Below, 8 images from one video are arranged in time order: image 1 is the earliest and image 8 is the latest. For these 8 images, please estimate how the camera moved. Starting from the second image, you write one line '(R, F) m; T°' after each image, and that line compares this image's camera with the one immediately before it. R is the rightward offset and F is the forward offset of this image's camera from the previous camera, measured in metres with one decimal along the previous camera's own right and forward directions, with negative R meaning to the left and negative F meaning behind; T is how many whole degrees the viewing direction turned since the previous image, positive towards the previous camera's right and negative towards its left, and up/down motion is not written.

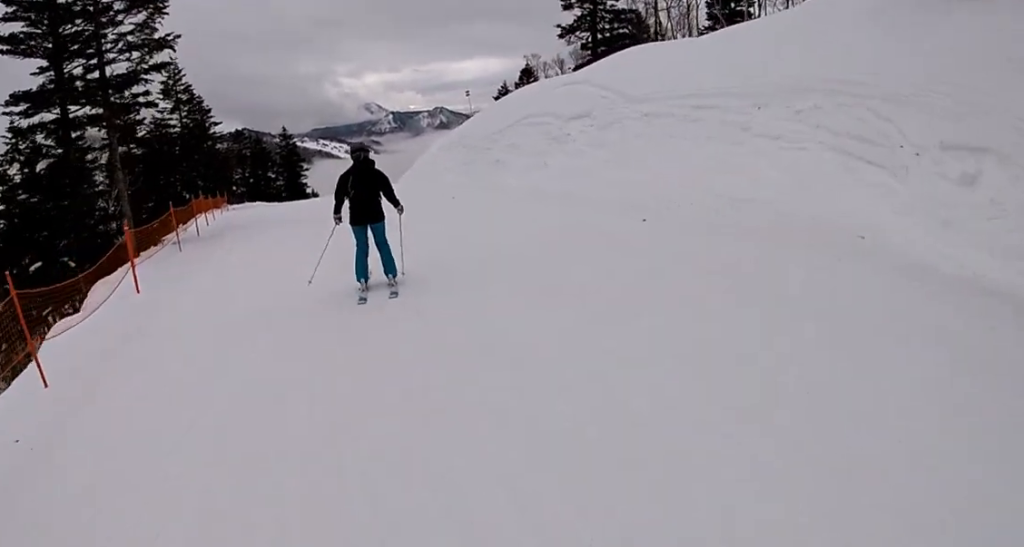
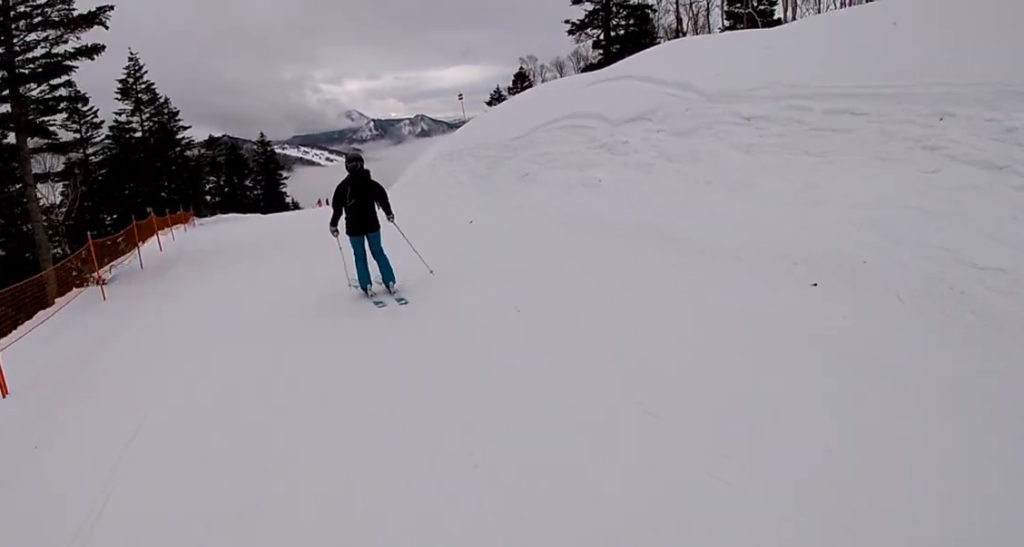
(0.0, +3.6) m; 0°
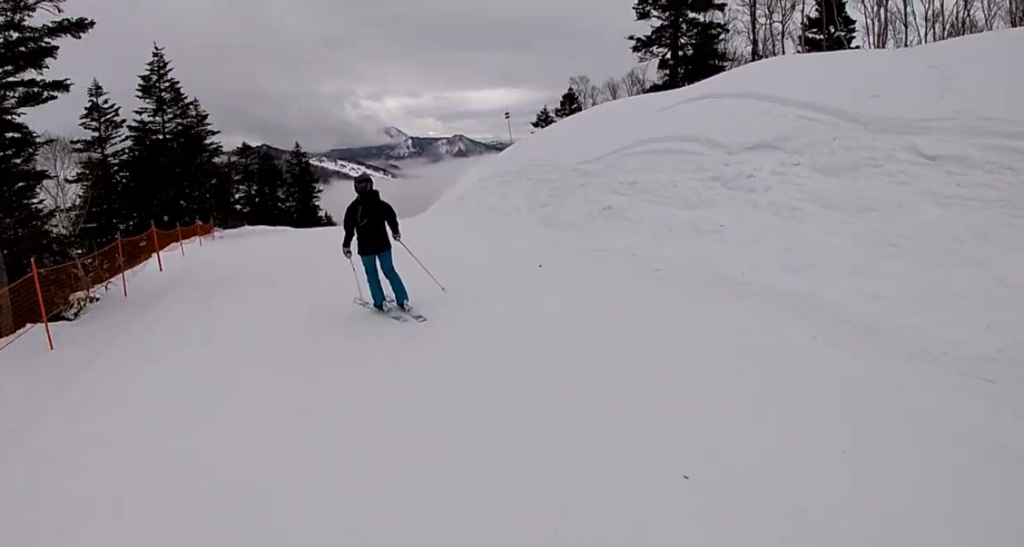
(0.0, +2.7) m; +2°
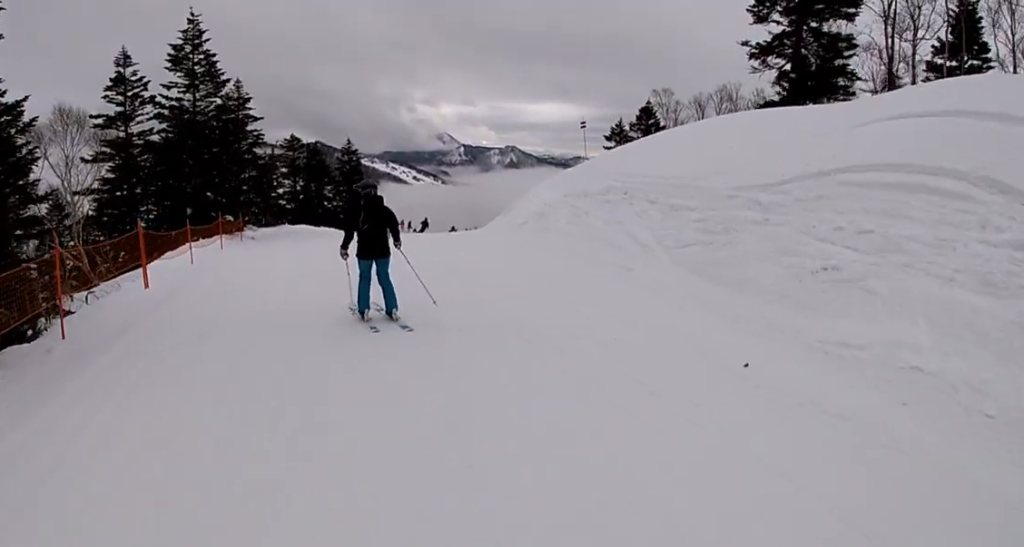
(-0.2, +4.1) m; +6°
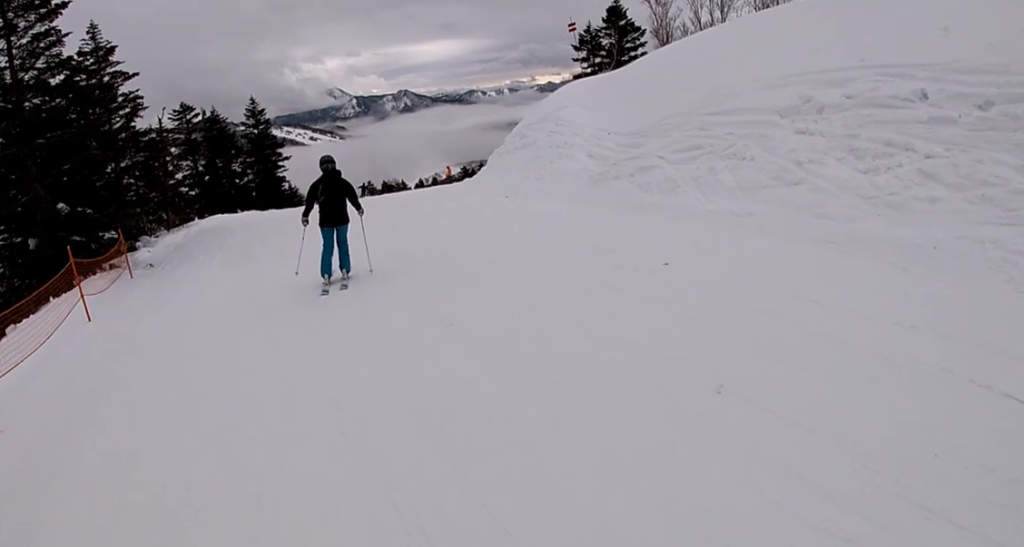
(+0.4, +9.1) m; -1°
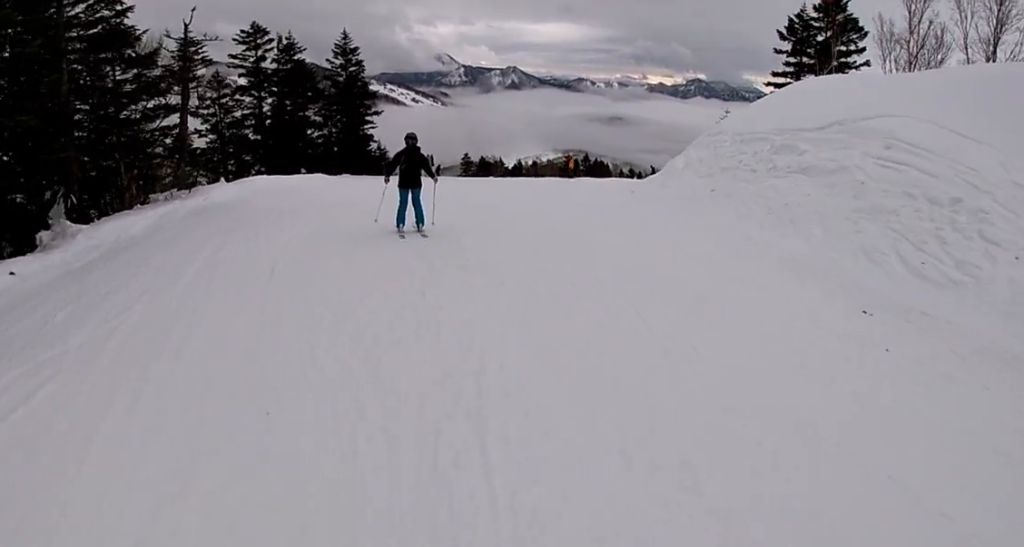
(+0.4, +9.8) m; +3°
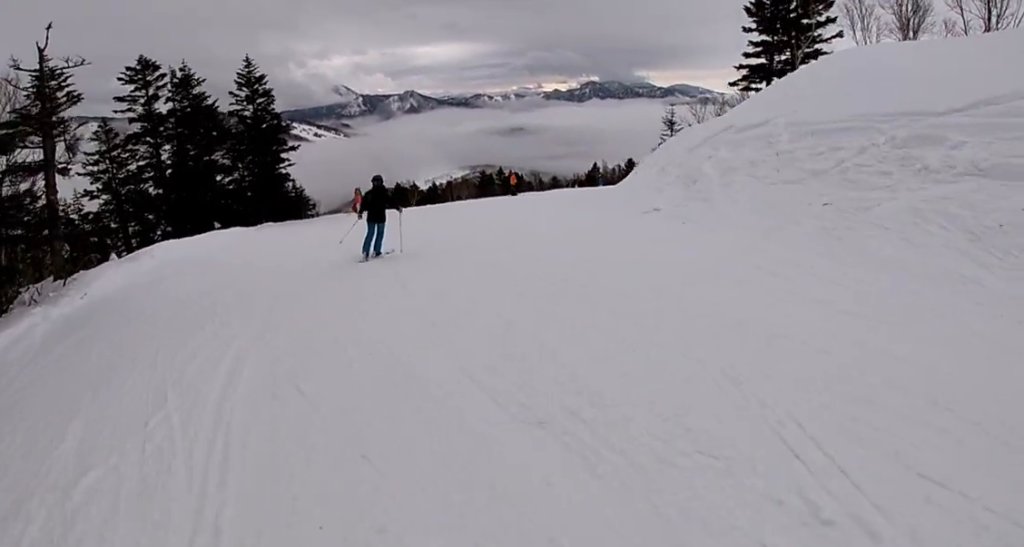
(-0.4, +5.1) m; +7°
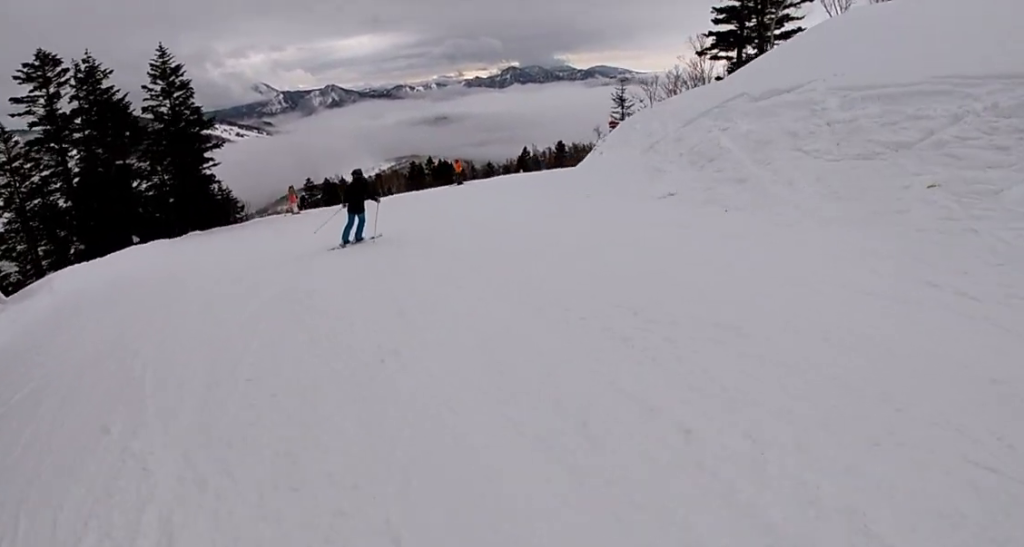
(+0.4, +2.9) m; +12°
